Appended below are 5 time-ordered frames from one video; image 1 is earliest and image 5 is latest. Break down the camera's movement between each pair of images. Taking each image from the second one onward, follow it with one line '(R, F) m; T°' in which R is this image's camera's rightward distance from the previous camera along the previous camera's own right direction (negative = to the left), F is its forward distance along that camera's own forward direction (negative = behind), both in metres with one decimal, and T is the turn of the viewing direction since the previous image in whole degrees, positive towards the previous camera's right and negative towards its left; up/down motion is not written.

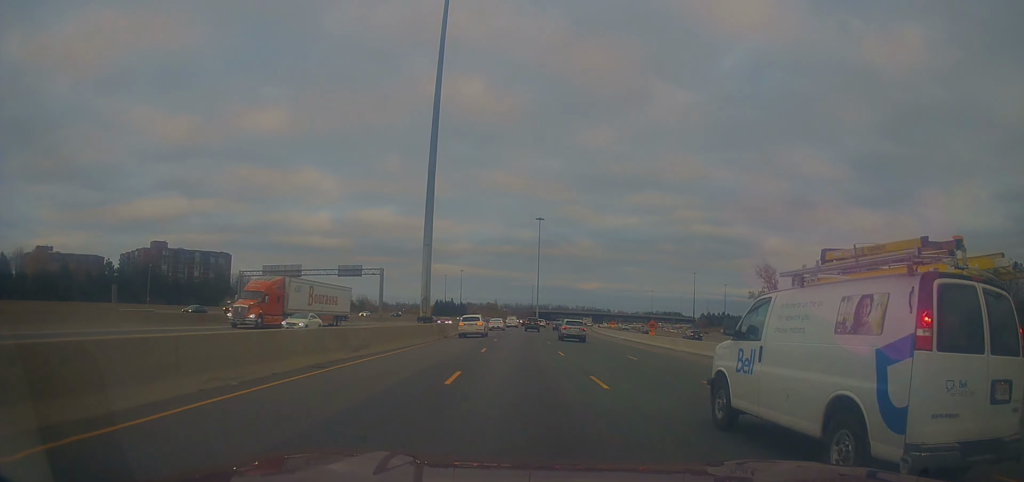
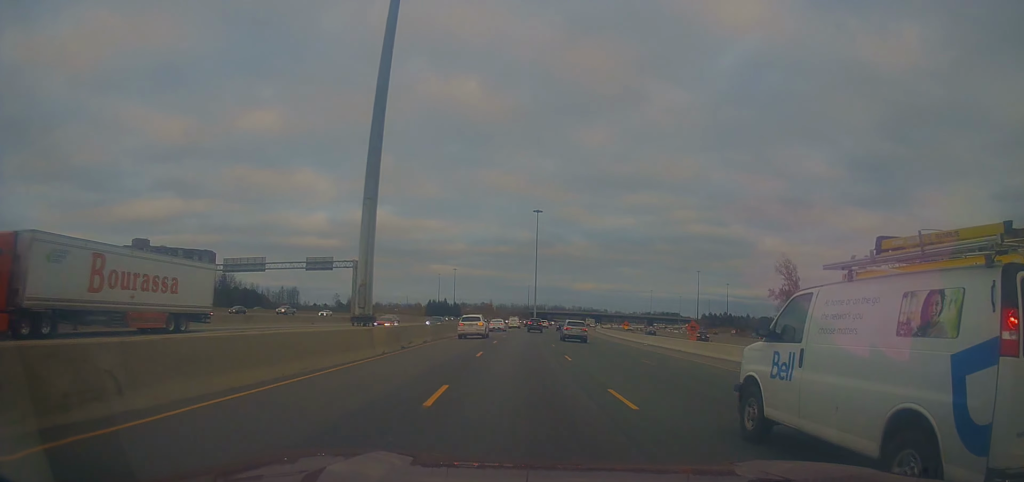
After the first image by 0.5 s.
(+0.1, +15.0) m; +1°
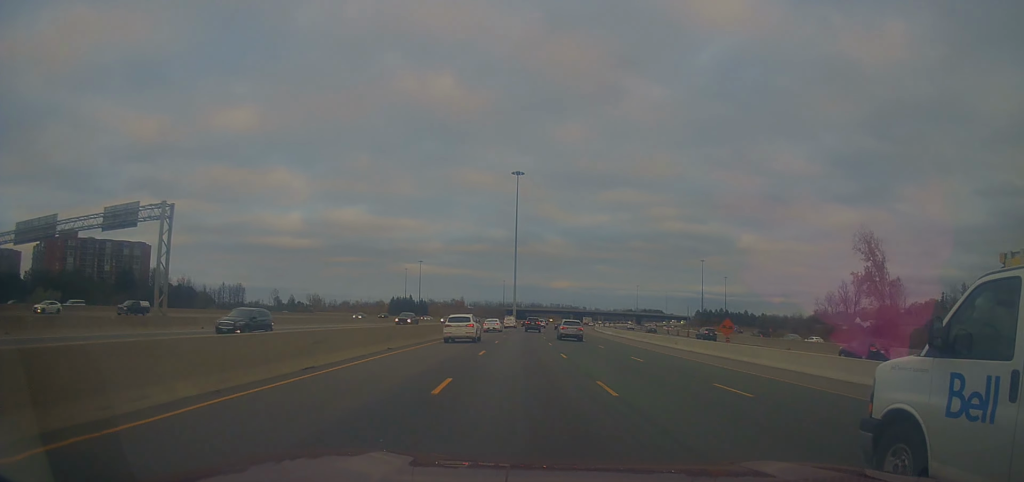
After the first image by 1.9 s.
(+0.8, +46.4) m; +2°
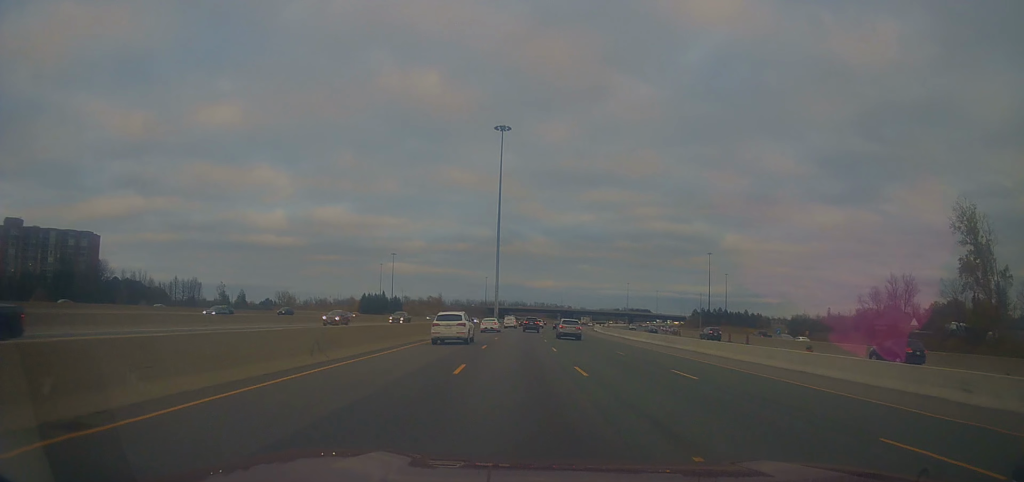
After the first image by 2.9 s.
(+0.3, +32.3) m; +1°
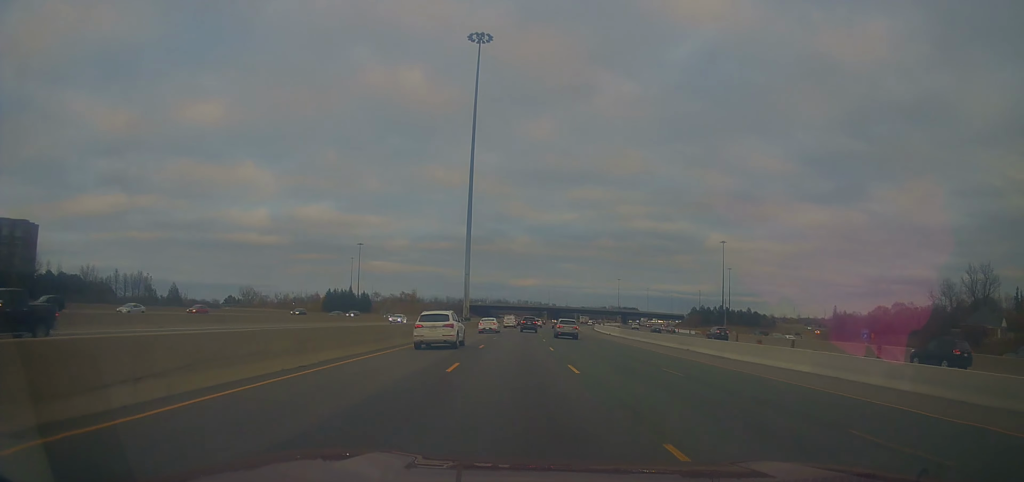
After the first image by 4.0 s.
(+0.6, +35.4) m; +2°
